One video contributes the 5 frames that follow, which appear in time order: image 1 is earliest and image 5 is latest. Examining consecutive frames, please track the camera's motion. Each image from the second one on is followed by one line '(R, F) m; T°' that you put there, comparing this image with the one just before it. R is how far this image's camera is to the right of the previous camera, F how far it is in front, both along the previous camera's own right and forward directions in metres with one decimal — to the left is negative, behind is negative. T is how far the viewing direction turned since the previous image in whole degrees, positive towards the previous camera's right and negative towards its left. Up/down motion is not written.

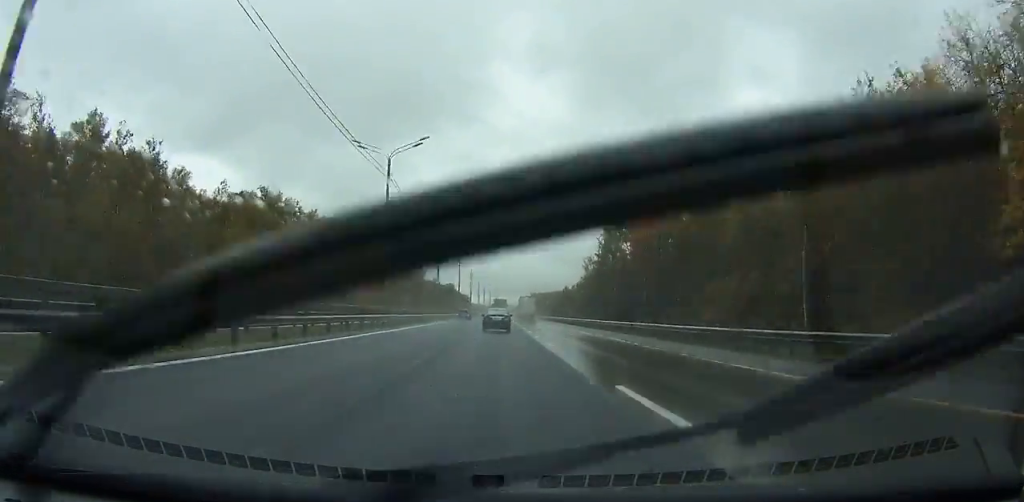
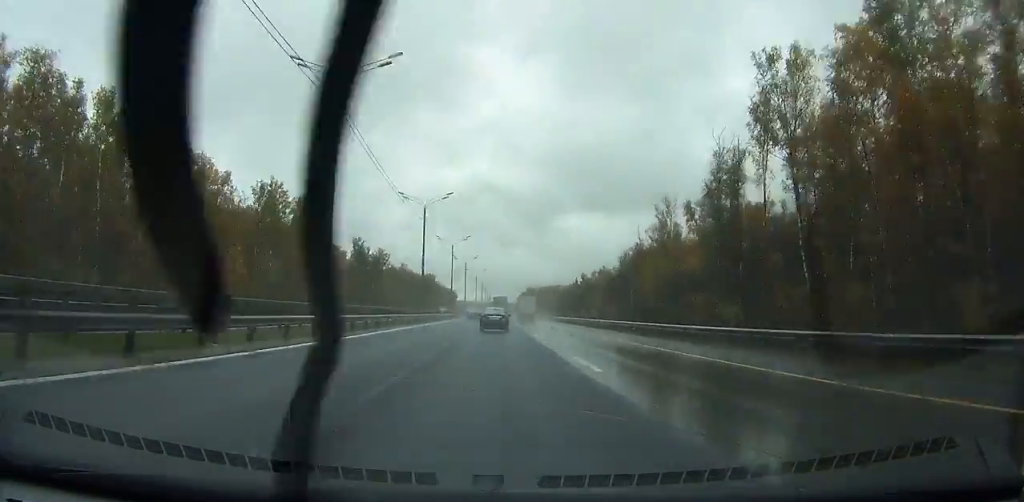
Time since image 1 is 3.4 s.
(+0.3, +88.1) m; +1°
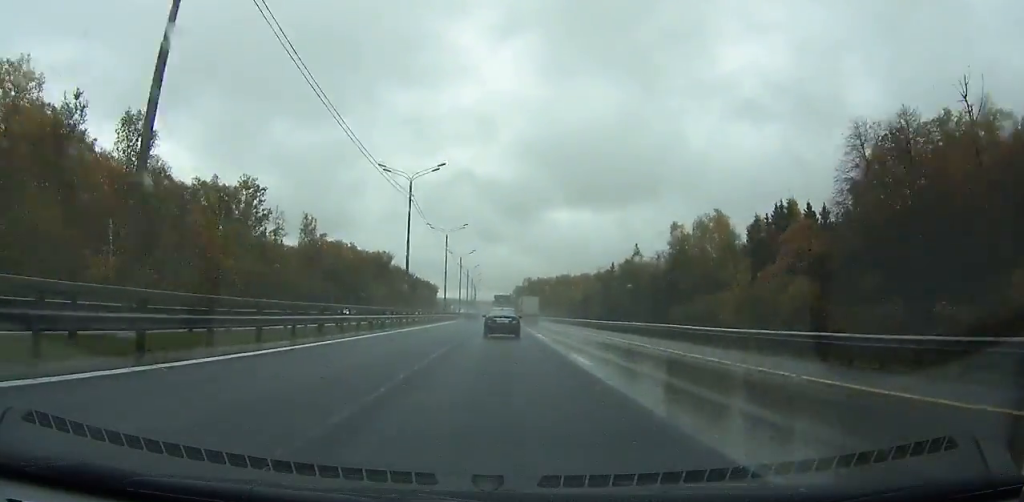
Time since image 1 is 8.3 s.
(+1.7, +125.6) m; +1°
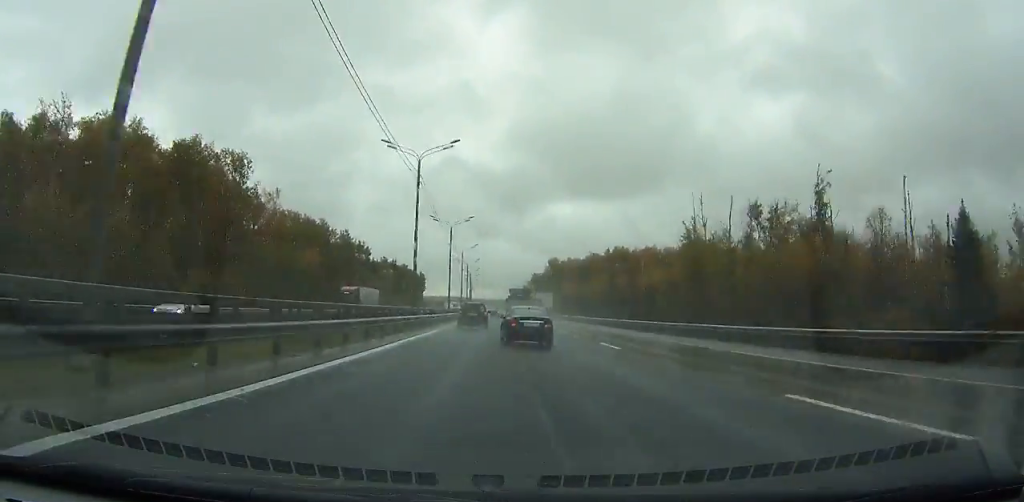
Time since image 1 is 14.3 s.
(-1.0, +154.6) m; -1°
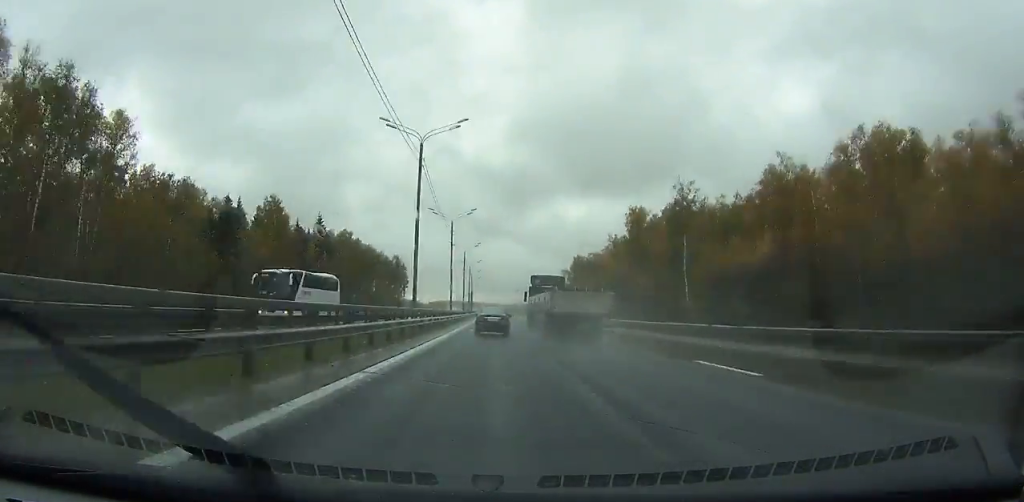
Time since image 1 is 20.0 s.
(-1.0, +154.0) m; -1°
